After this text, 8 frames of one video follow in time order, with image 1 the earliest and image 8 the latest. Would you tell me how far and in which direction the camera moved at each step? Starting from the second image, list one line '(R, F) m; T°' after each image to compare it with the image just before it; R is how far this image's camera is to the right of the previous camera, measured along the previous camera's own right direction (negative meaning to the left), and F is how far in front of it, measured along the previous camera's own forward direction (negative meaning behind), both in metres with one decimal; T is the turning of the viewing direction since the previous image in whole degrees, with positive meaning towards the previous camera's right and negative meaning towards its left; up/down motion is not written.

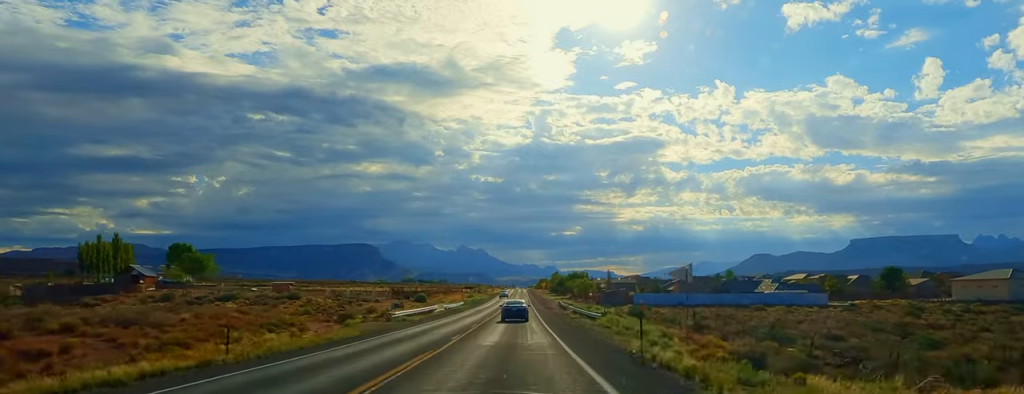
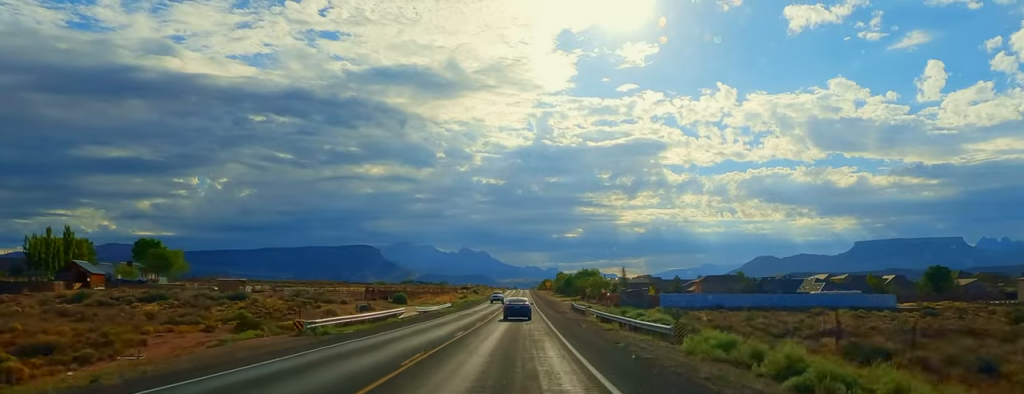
(+0.7, +23.8) m; 0°
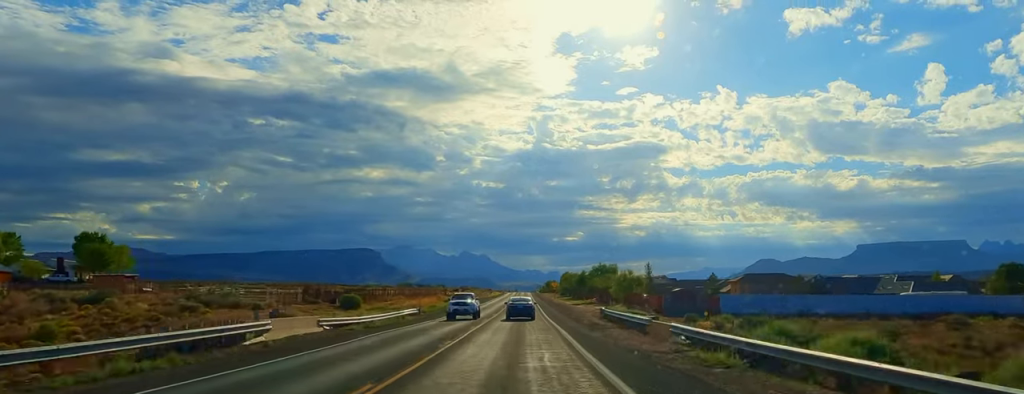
(+0.4, +30.9) m; 0°
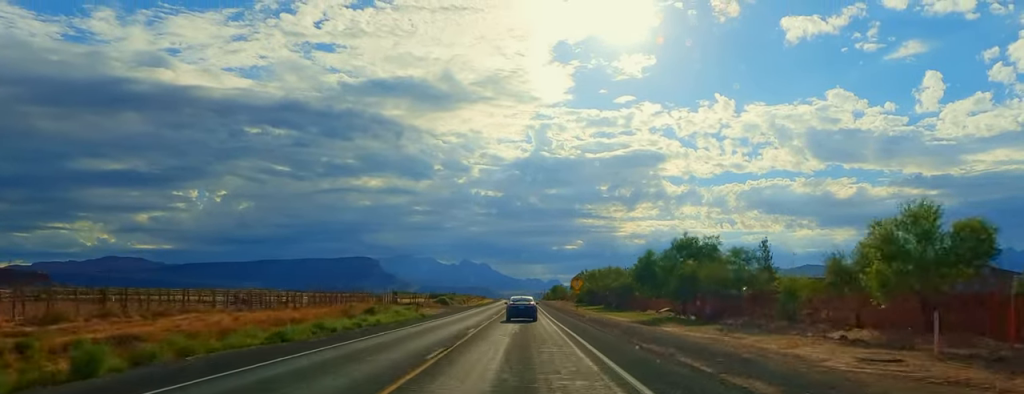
(-1.4, +63.6) m; -1°
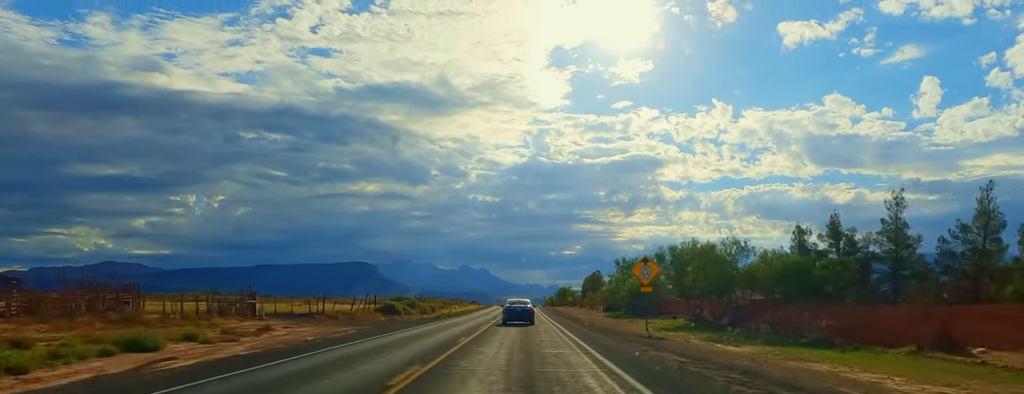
(+0.4, +52.3) m; +1°
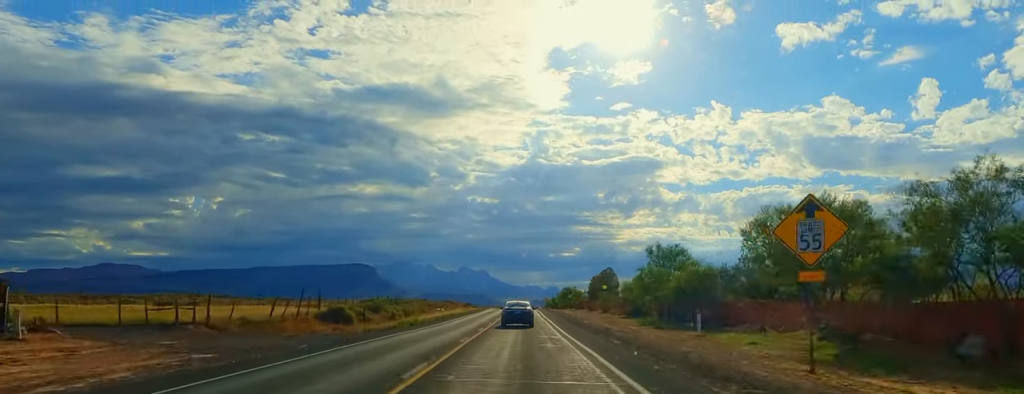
(+0.7, +22.8) m; 0°
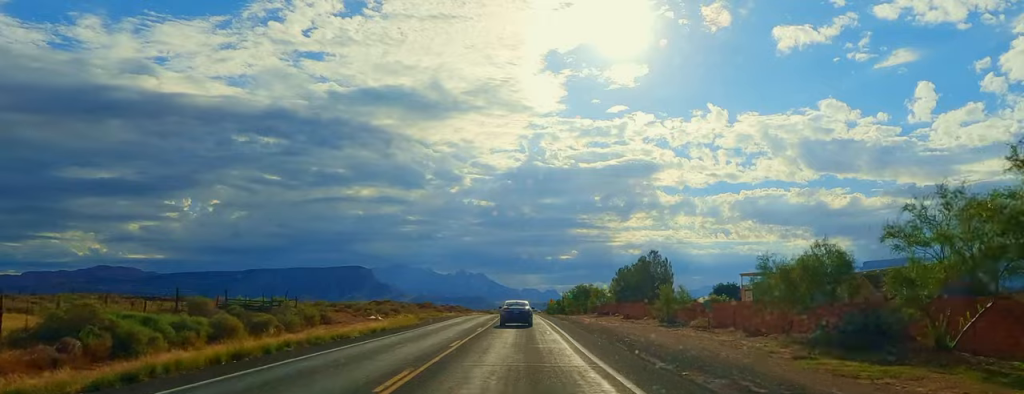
(-0.7, +49.7) m; -1°
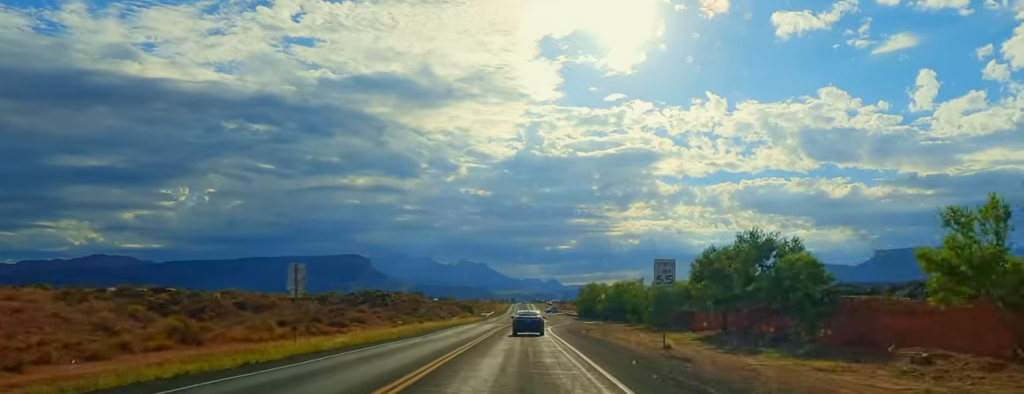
(+2.1, +162.8) m; +1°
